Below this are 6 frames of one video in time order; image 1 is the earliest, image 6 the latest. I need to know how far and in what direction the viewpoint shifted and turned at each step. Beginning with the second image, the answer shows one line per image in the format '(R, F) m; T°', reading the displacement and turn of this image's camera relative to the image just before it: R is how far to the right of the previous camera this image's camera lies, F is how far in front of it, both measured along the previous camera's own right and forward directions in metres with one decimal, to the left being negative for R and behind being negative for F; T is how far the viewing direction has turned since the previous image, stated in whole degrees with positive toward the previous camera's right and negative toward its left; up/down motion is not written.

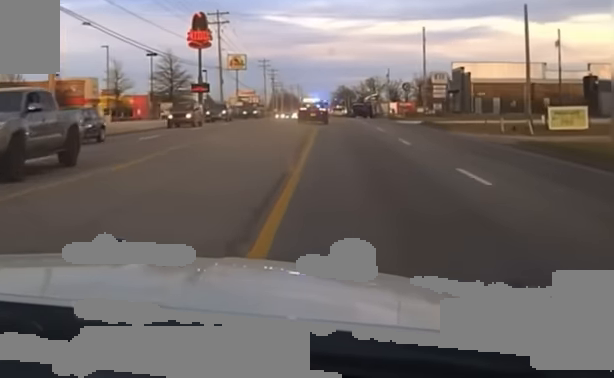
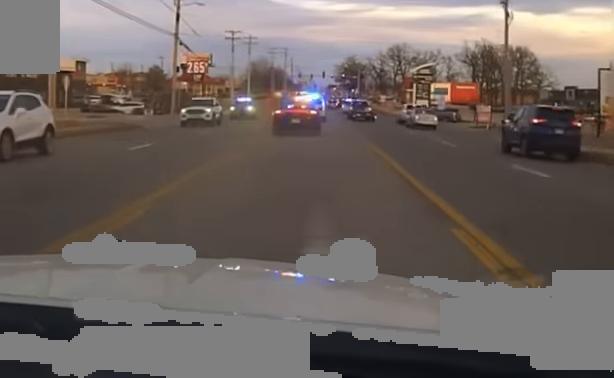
(-0.9, +151.1) m; 0°
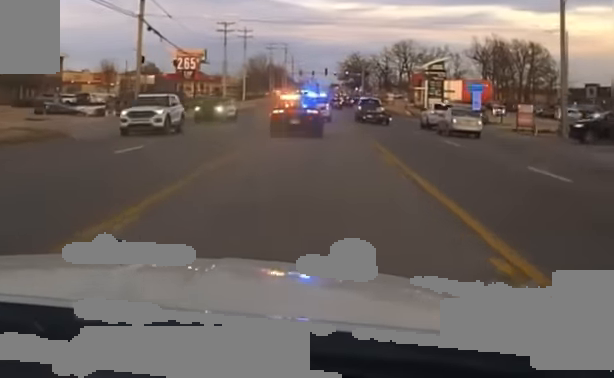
(0.0, +14.0) m; 0°
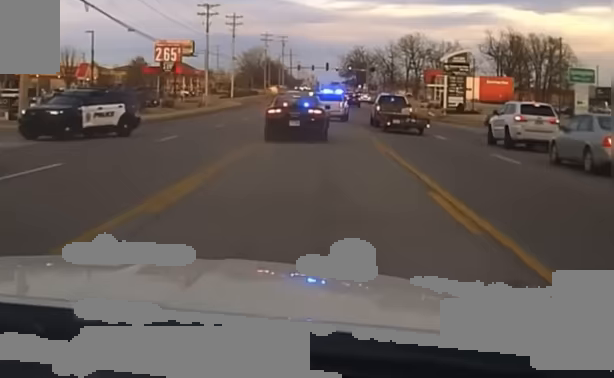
(+0.1, +18.7) m; 0°
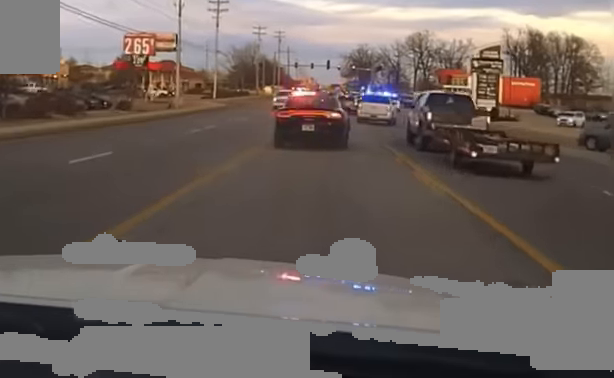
(0.0, +19.5) m; 0°
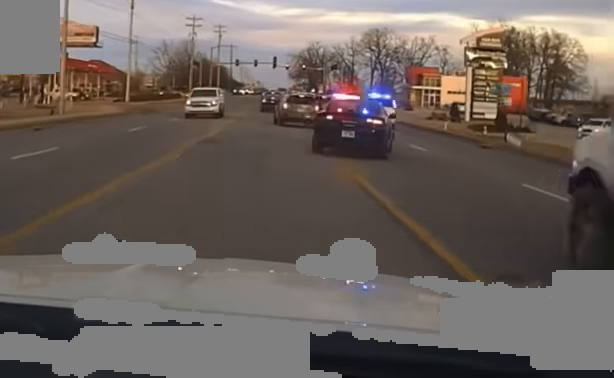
(0.0, +22.3) m; +2°
